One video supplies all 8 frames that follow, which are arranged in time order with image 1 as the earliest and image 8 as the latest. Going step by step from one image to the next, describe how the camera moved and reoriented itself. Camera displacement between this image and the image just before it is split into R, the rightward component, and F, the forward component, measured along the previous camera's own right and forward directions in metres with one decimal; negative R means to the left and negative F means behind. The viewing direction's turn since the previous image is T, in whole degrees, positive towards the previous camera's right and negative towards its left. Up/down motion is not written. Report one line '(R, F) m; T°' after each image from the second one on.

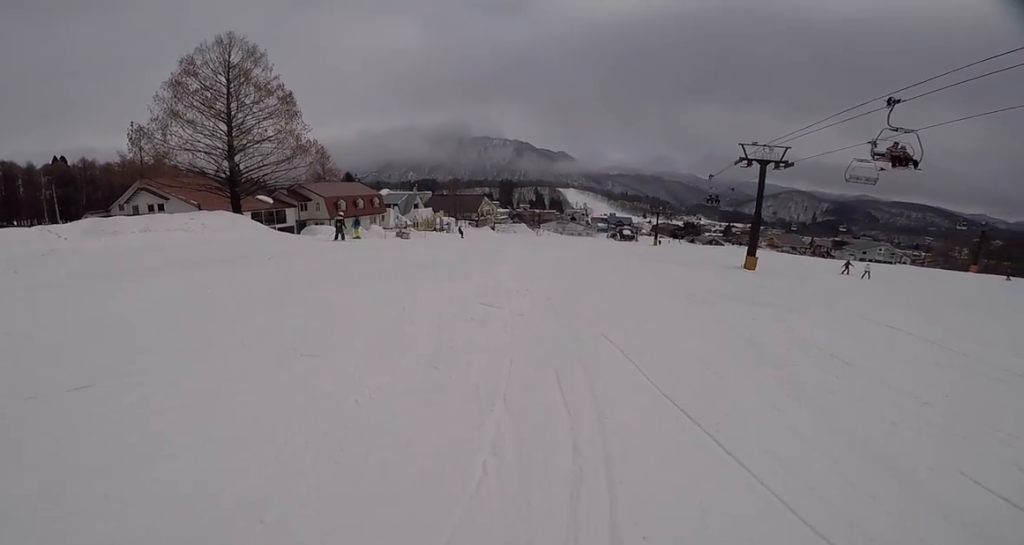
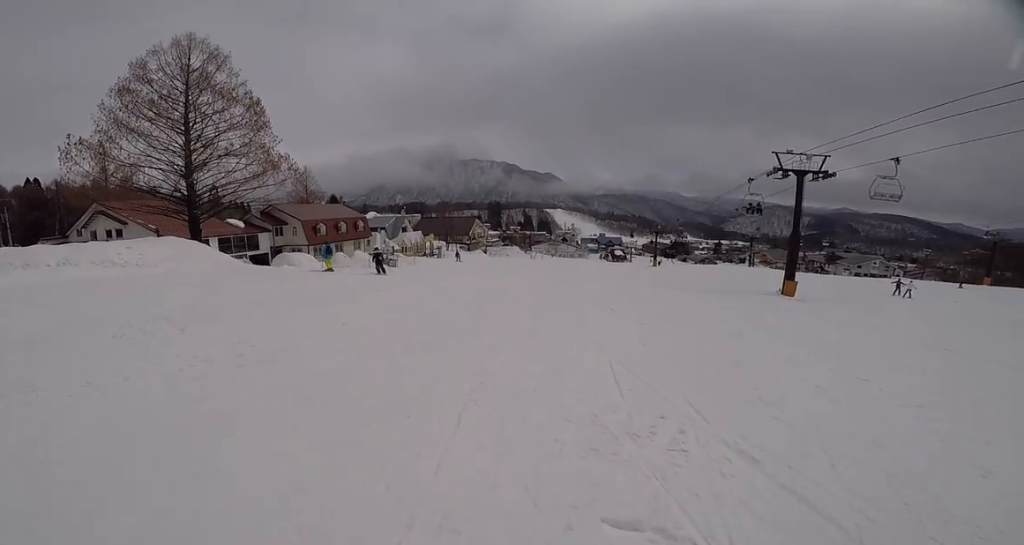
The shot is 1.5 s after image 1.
(+0.1, +5.1) m; +10°
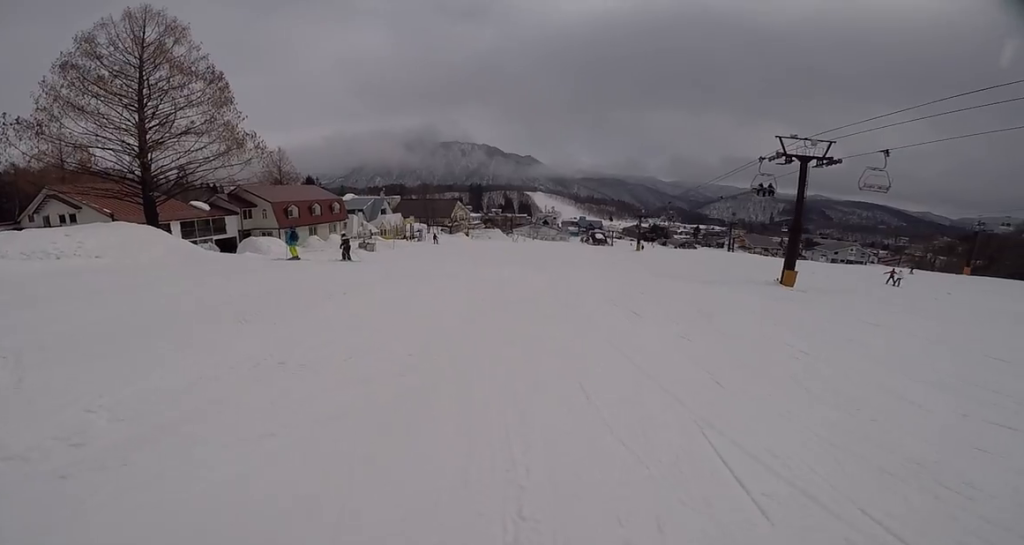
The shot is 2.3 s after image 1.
(+0.5, +2.4) m; +2°
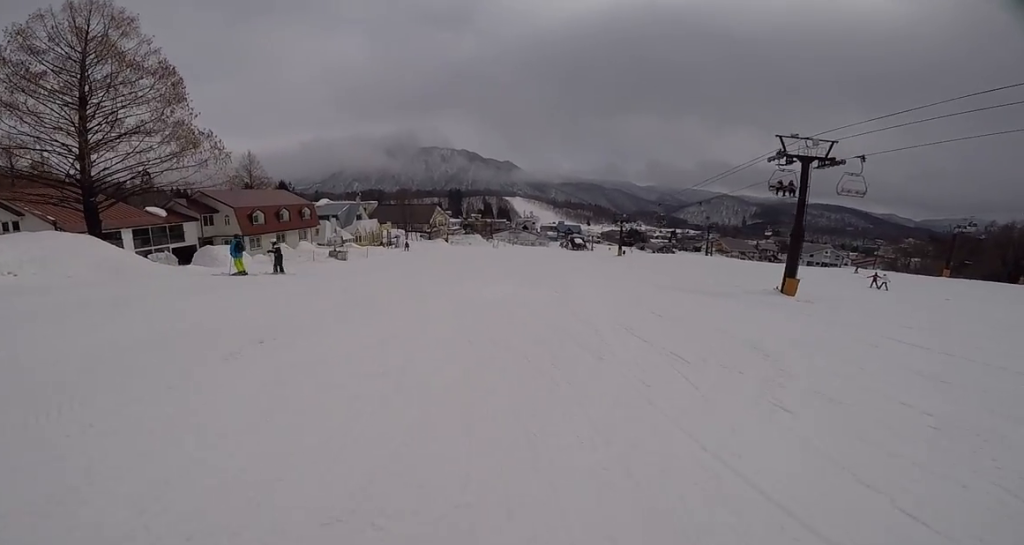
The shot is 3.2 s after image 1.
(-0.7, +3.0) m; +3°
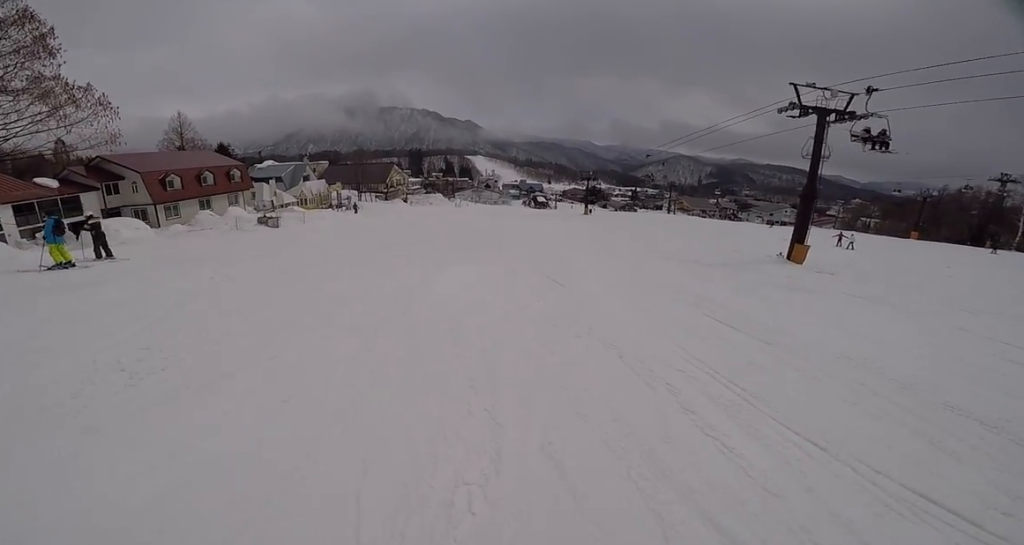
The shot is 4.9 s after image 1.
(+1.5, +6.5) m; +4°
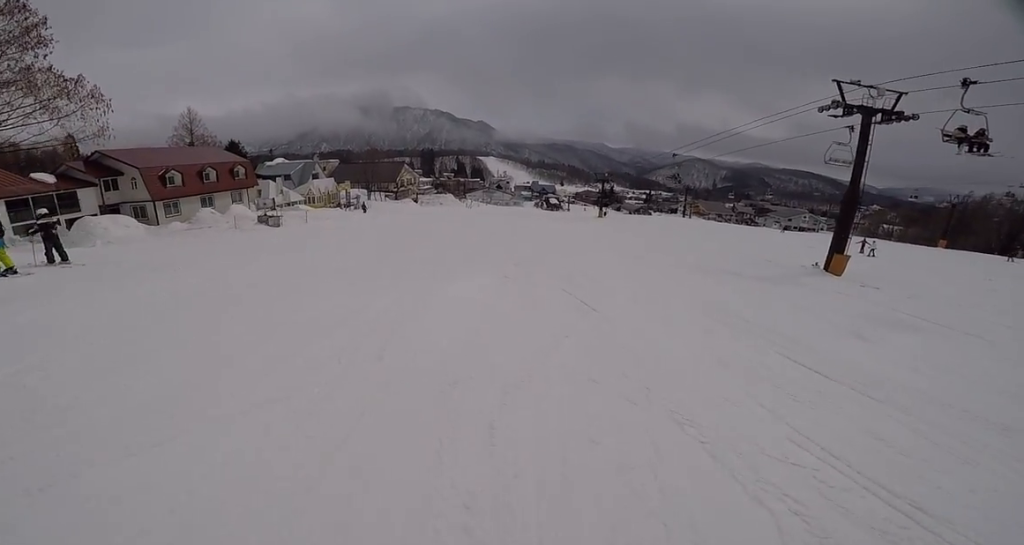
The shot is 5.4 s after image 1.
(-0.2, +2.3) m; -2°
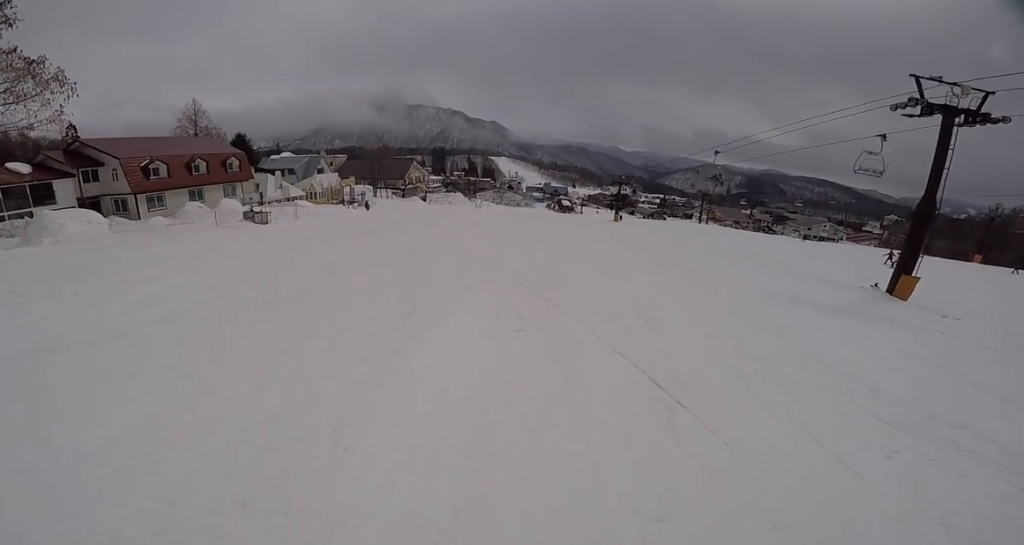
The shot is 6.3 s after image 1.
(-0.3, +4.1) m; 0°
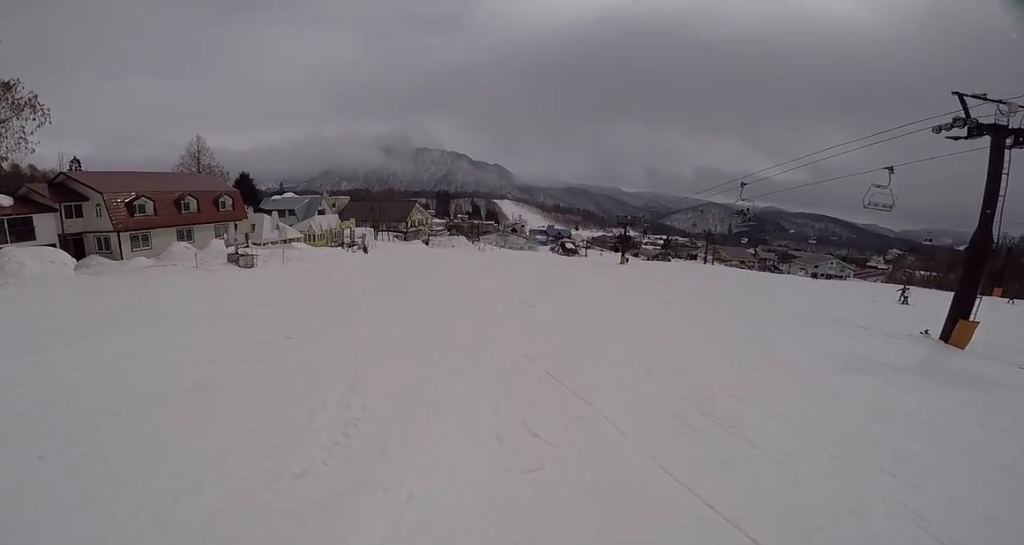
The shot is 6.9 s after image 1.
(+0.4, +2.9) m; 0°
